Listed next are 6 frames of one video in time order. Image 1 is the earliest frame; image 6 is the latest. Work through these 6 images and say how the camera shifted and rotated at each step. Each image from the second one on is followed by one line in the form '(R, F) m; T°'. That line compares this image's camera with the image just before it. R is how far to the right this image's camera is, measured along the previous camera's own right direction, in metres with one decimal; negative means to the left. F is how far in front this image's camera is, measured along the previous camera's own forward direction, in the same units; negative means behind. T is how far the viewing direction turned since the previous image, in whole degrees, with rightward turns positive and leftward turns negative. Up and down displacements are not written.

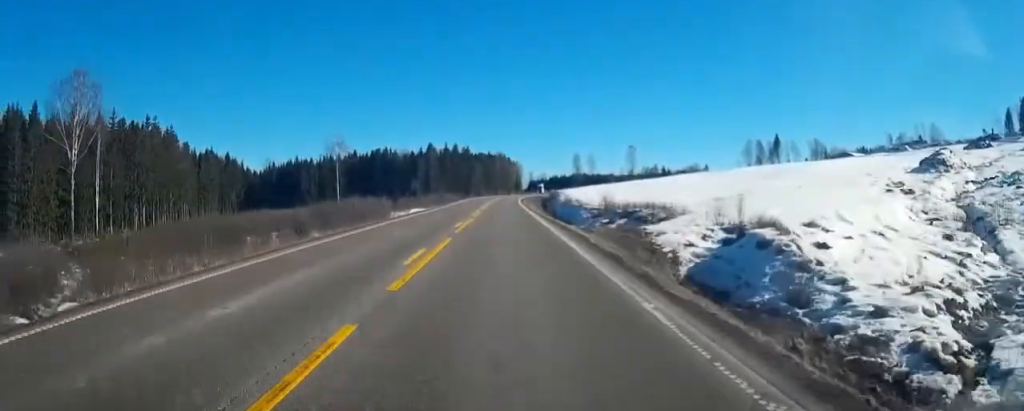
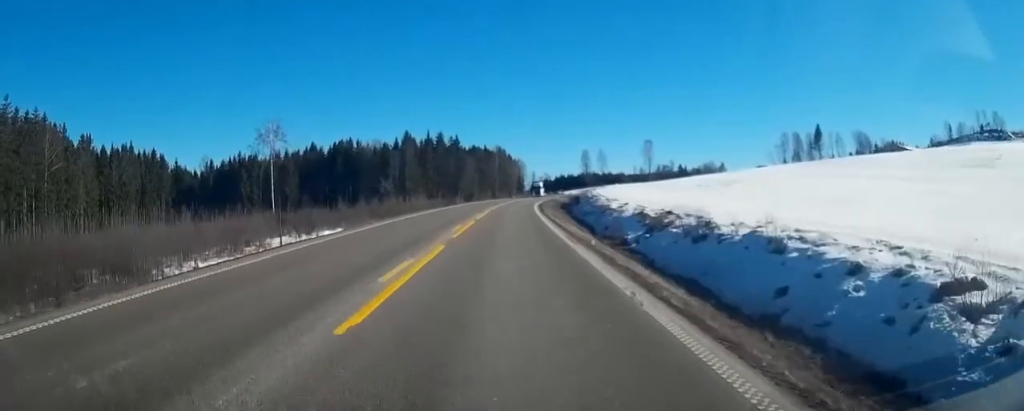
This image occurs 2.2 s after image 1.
(-0.6, +50.9) m; -1°
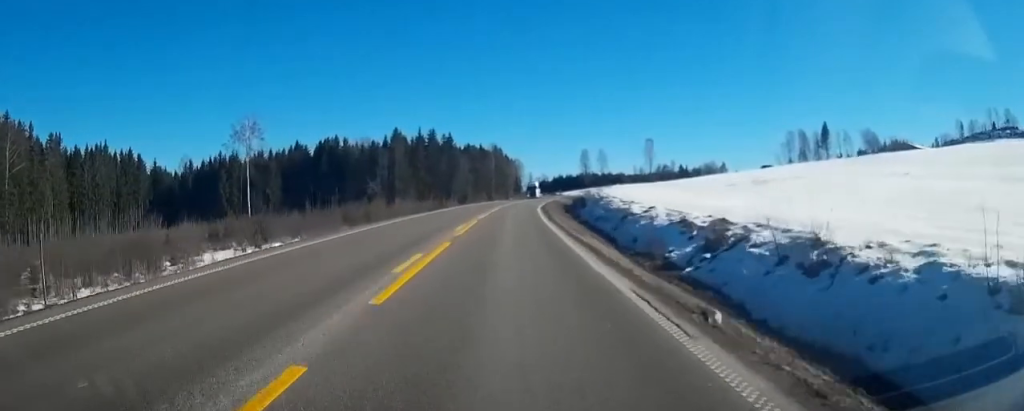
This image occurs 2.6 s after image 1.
(0.0, +10.8) m; 0°
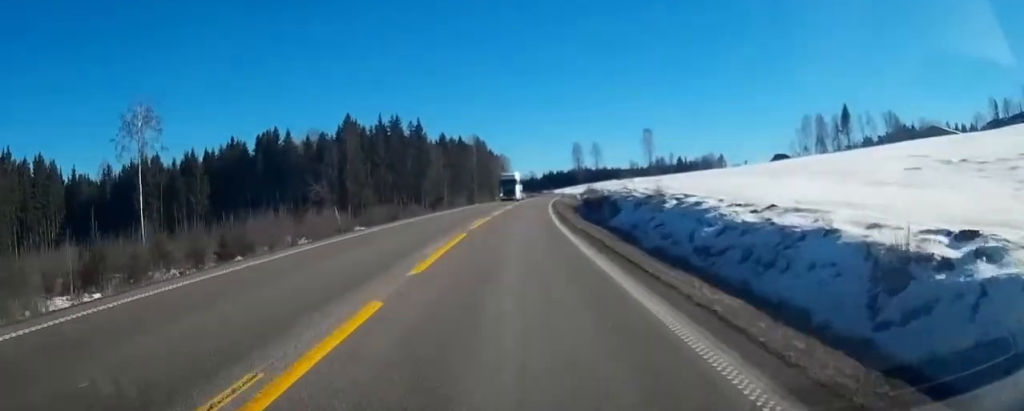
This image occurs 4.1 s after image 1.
(+0.5, +32.9) m; +2°
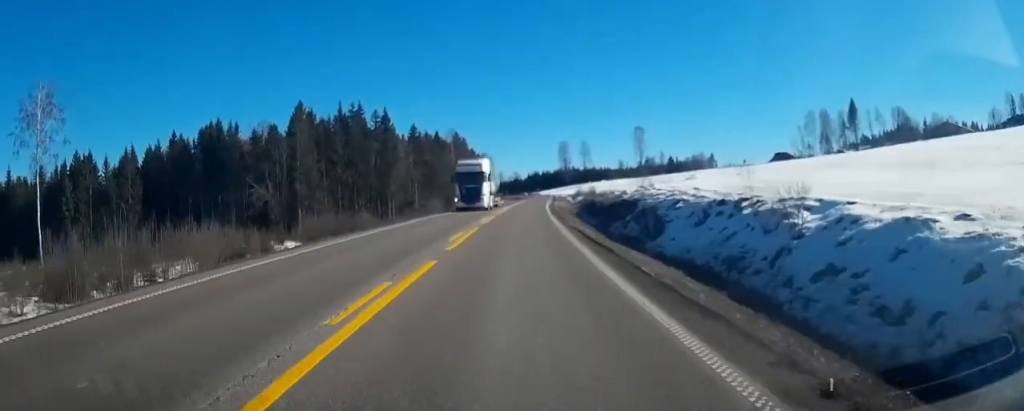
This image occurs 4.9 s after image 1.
(+0.3, +19.2) m; +2°
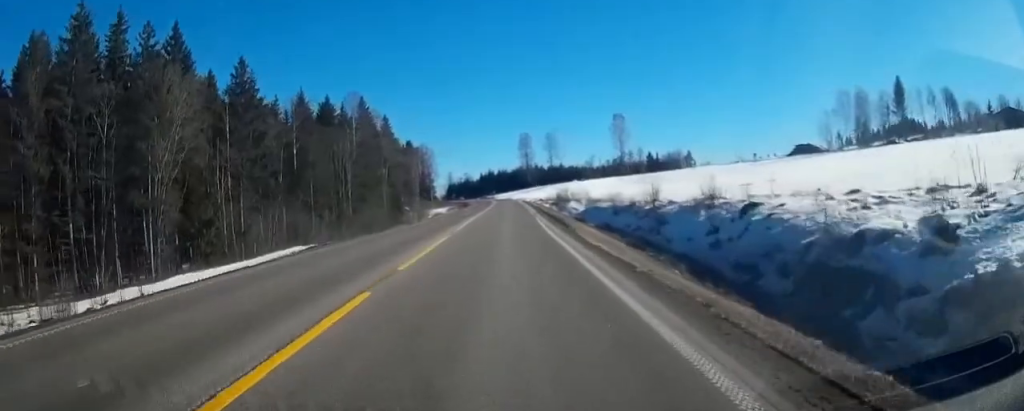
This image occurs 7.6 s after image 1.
(+2.1, +62.5) m; +4°
